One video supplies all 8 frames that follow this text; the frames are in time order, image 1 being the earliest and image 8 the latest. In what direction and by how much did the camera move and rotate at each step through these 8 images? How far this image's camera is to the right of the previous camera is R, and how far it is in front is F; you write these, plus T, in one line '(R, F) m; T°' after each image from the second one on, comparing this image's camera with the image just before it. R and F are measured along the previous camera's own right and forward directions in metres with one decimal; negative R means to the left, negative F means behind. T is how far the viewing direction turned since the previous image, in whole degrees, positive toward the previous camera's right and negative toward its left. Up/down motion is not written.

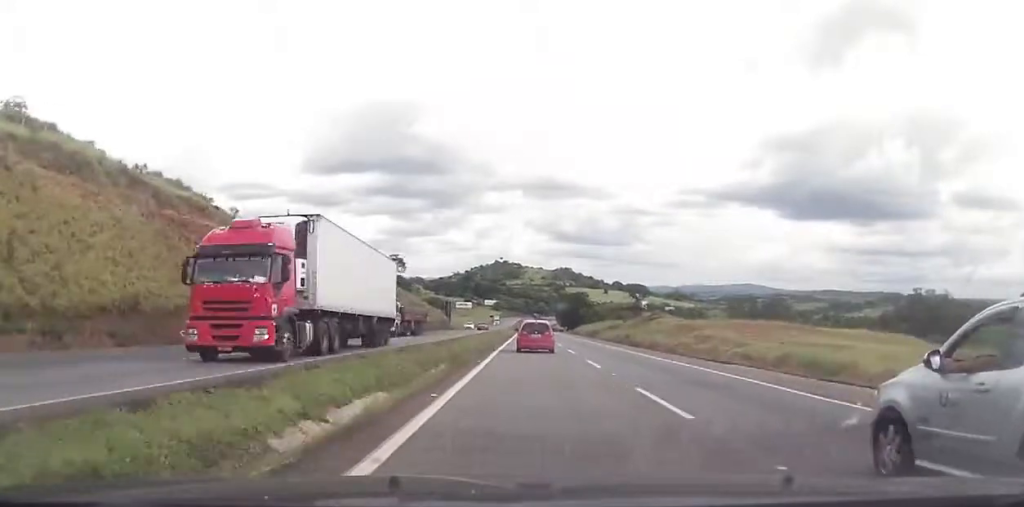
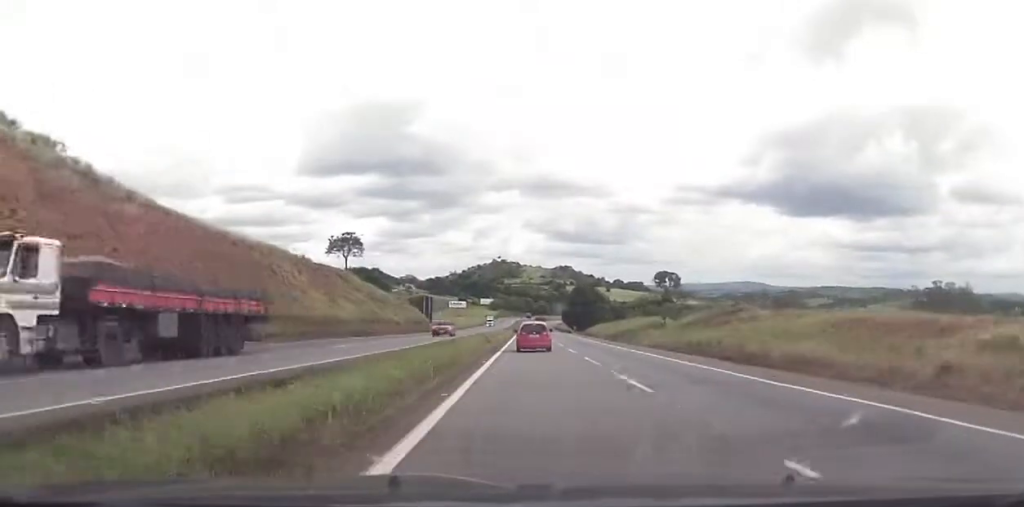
(0.0, +30.6) m; 0°
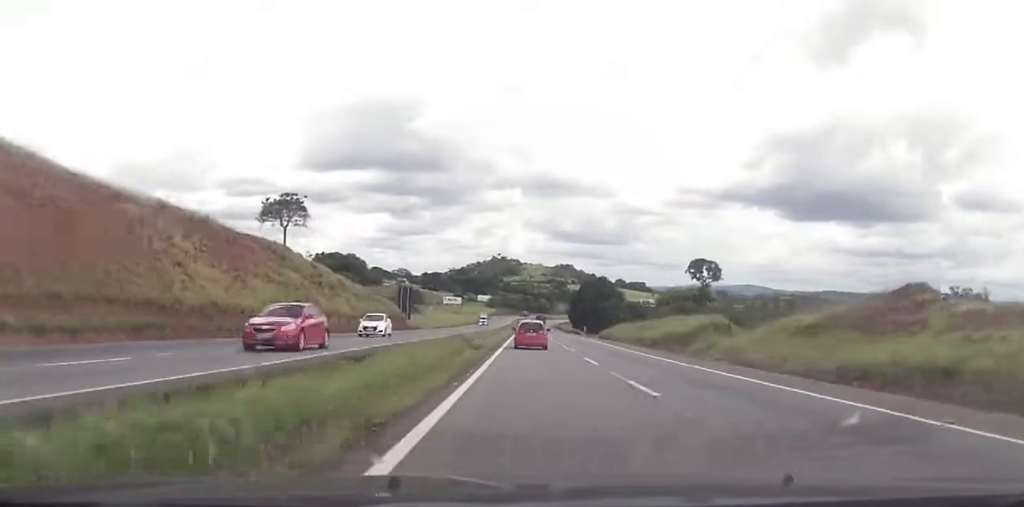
(-0.1, +23.8) m; 0°
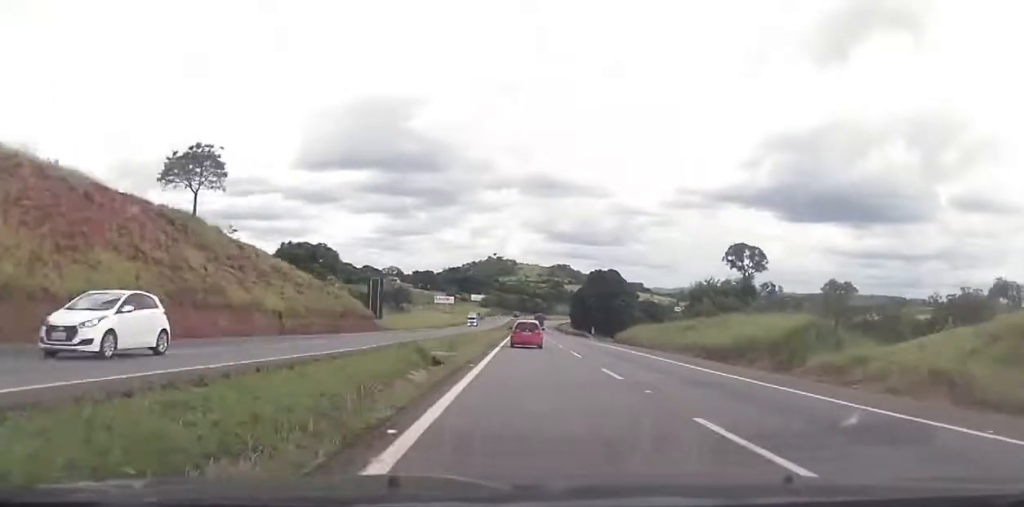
(-0.3, +18.7) m; 0°
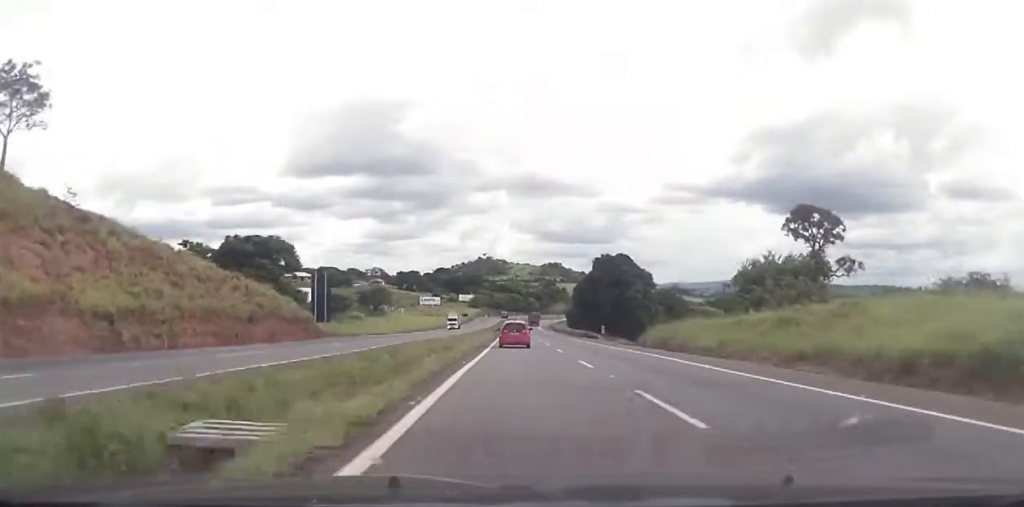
(+0.3, +20.2) m; +1°
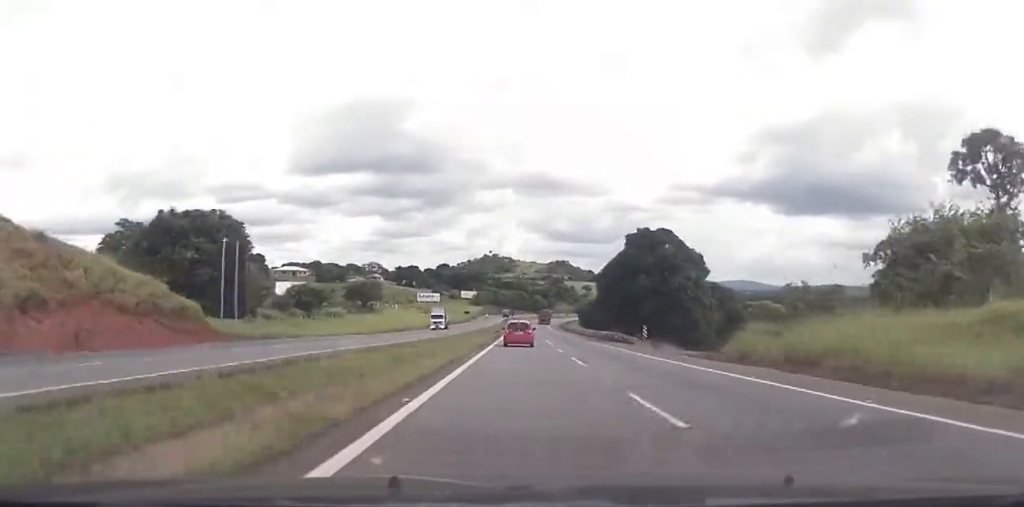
(+0.2, +22.7) m; +1°
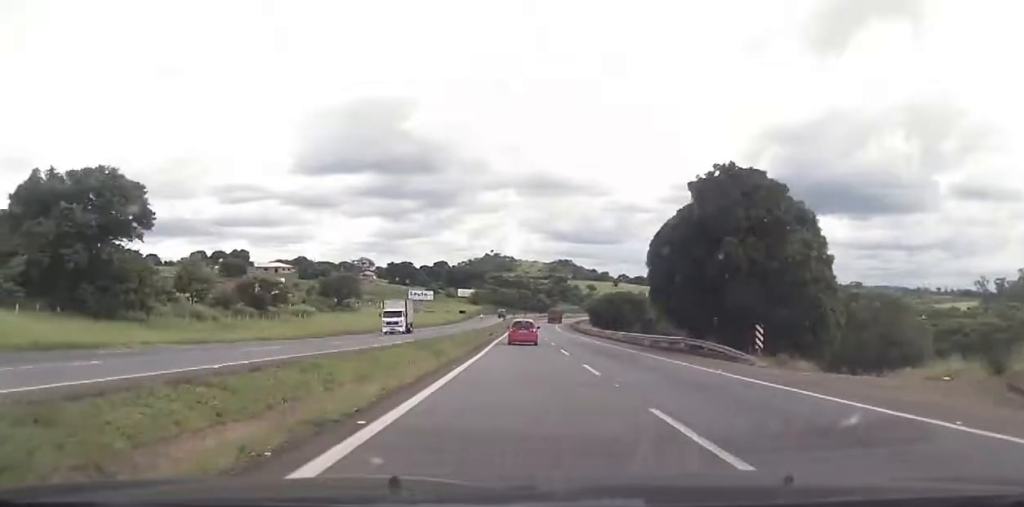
(+0.1, +25.4) m; 0°
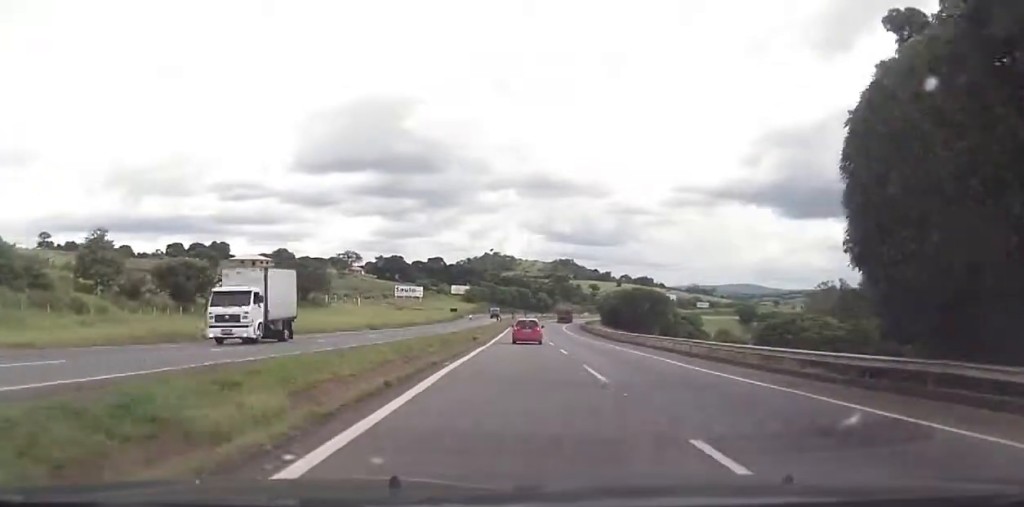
(0.0, +25.8) m; 0°
